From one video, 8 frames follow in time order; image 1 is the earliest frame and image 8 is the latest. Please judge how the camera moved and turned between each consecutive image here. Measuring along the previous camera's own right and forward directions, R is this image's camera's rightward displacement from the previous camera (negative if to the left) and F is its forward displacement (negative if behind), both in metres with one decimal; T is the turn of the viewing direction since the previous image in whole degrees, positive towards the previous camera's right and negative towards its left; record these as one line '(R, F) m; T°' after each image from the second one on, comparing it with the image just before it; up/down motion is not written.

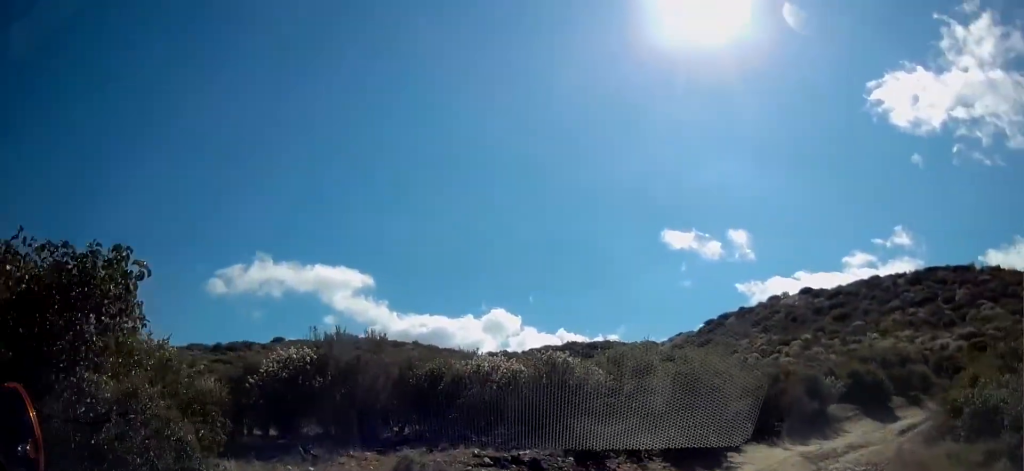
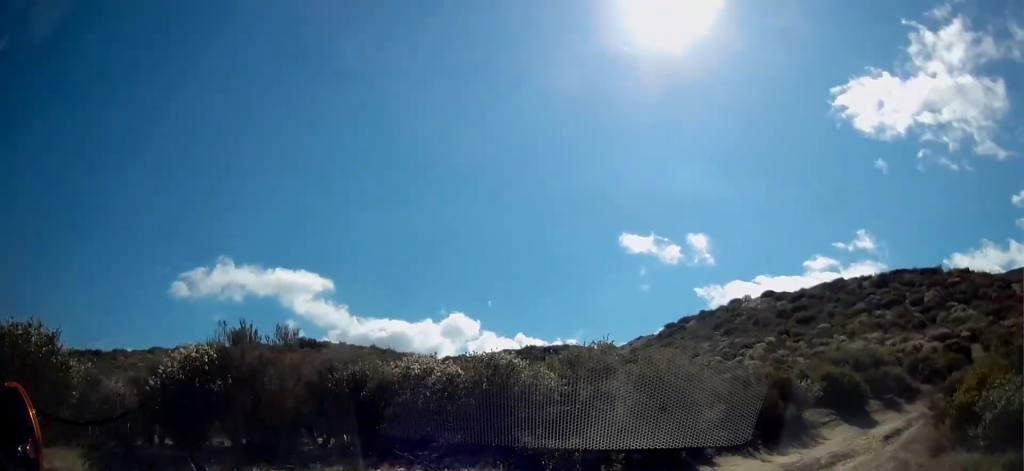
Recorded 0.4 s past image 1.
(0.0, +1.5) m; +10°
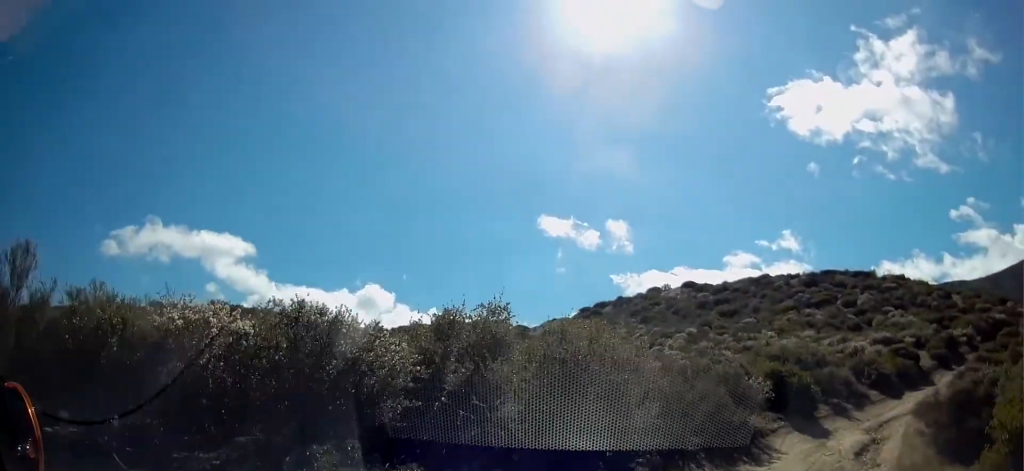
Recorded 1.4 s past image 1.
(+0.8, +3.7) m; +16°
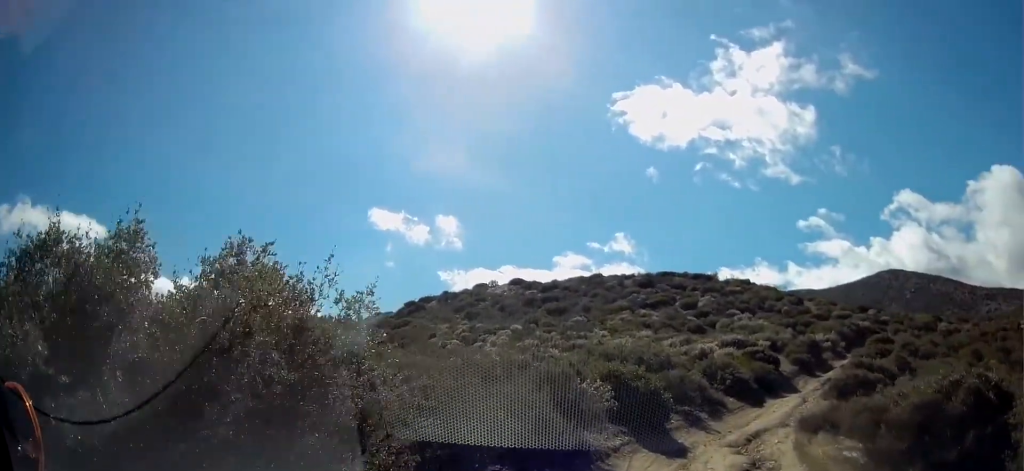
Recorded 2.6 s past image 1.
(+0.3, +4.5) m; +11°
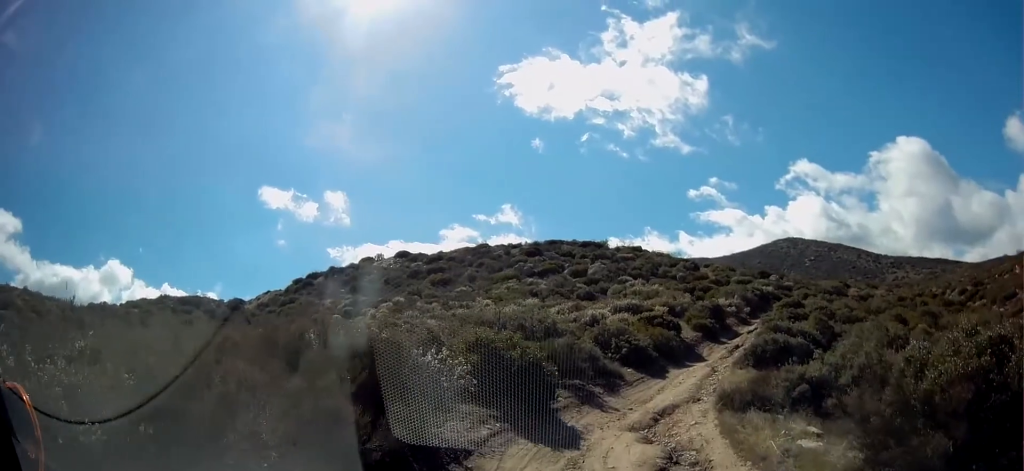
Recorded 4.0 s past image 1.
(+0.5, +3.6) m; +11°
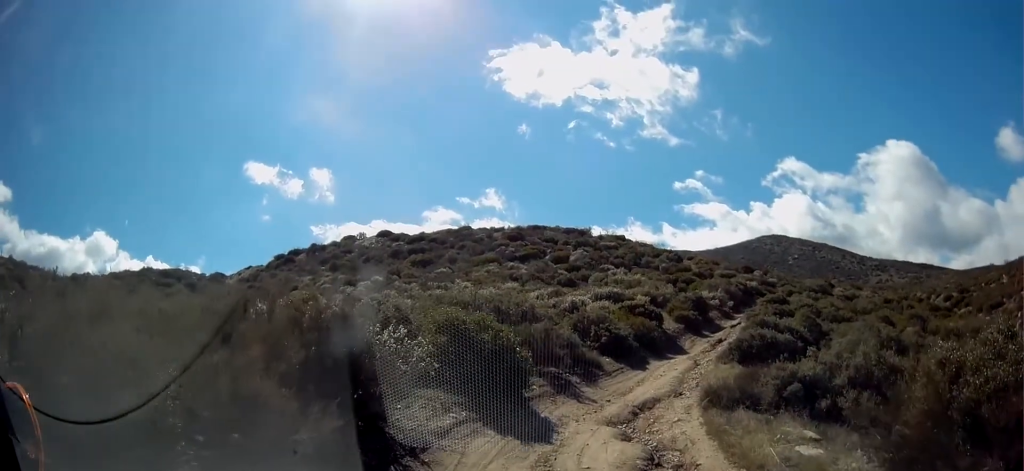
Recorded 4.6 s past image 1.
(0.0, +1.2) m; +3°
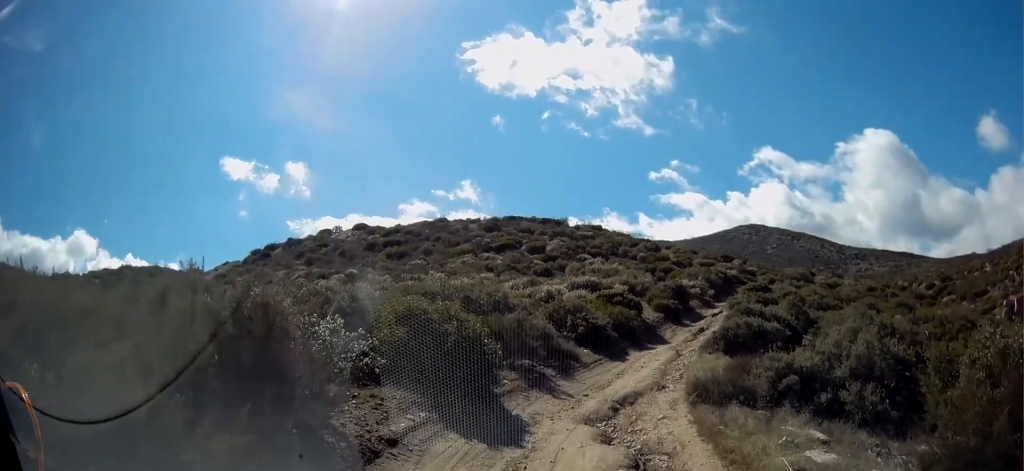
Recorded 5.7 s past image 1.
(+0.1, +1.8) m; +9°
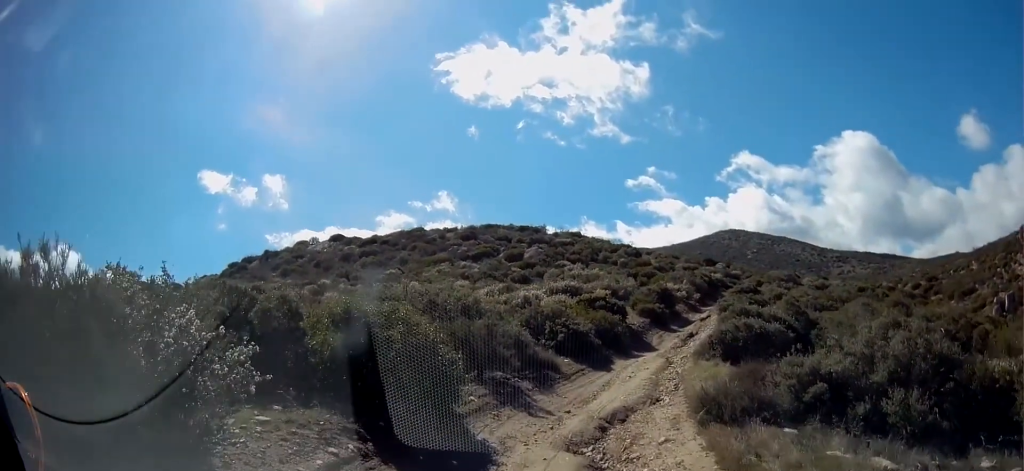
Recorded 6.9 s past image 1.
(+0.1, +1.9) m; -2°
